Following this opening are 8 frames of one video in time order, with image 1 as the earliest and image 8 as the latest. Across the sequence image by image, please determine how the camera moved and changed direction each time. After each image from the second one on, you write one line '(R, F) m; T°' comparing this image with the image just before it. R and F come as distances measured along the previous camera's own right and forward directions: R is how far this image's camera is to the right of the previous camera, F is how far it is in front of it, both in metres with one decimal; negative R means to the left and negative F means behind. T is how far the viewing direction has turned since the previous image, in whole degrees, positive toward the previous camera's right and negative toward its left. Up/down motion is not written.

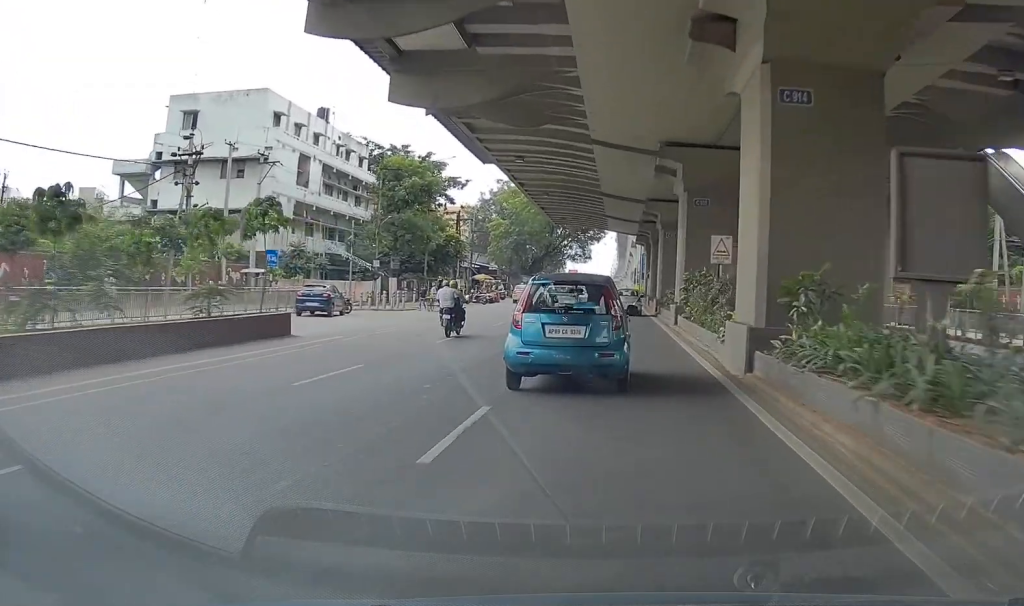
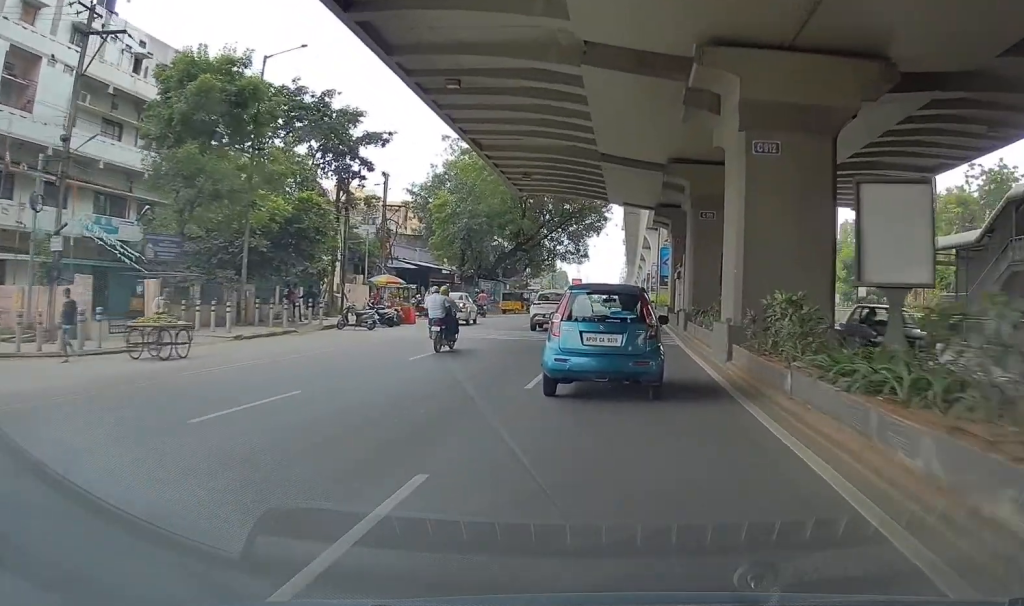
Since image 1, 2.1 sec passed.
(+0.2, +30.3) m; 0°
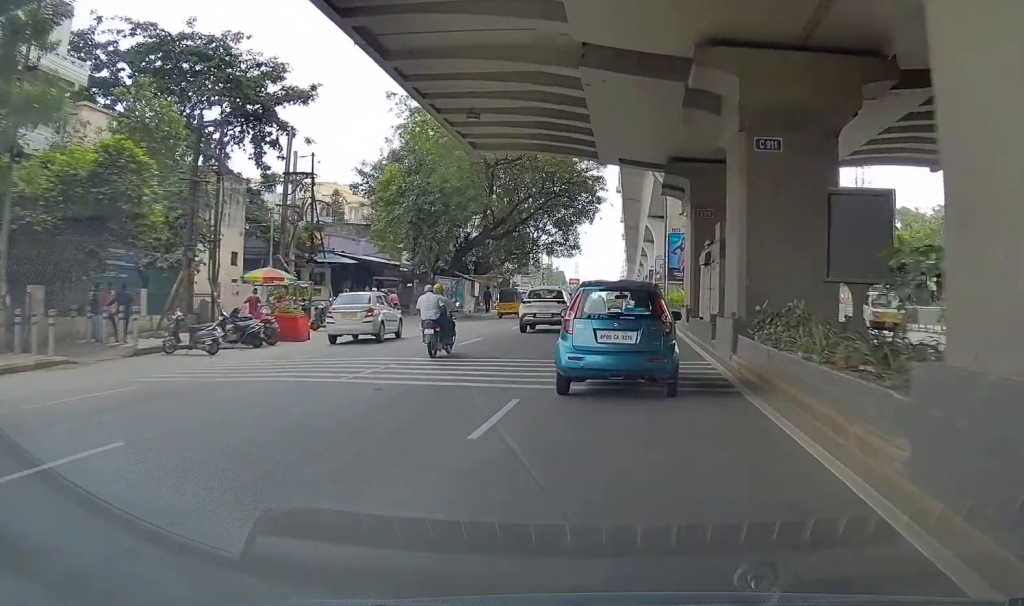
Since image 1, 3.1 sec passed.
(+0.1, +13.2) m; 0°
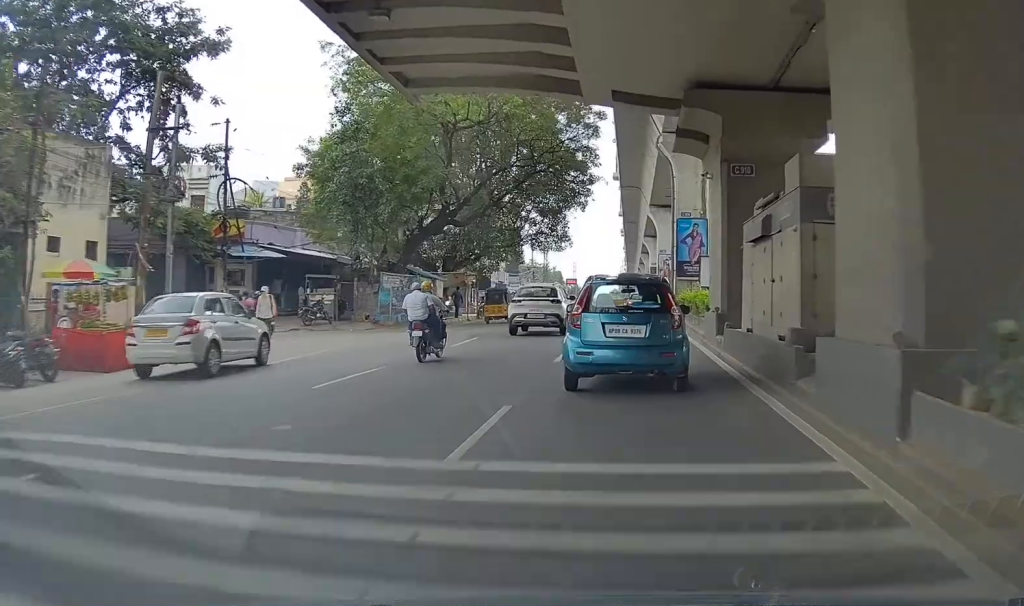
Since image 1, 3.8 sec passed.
(0.0, +9.8) m; +1°
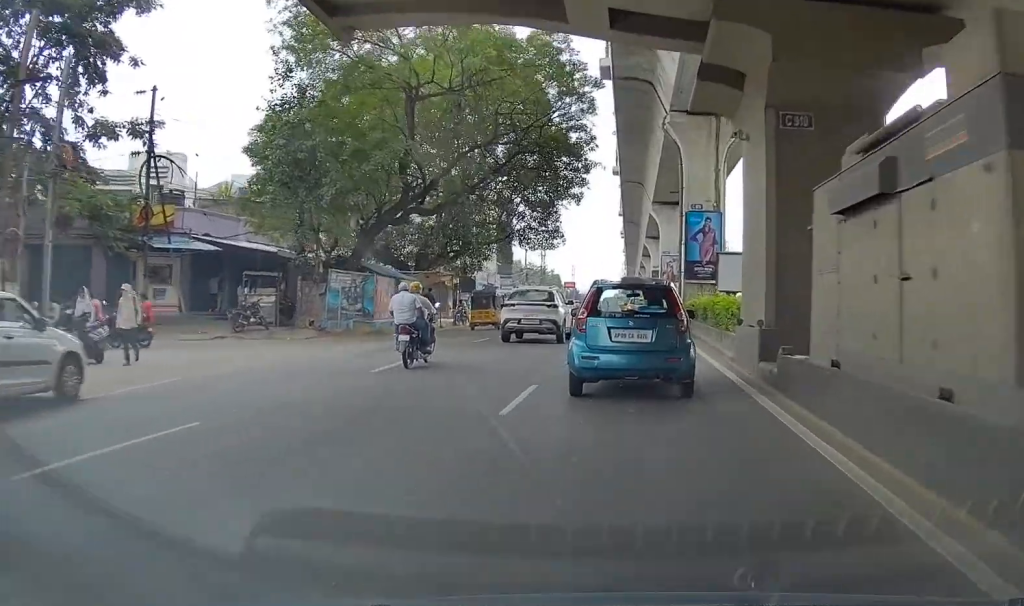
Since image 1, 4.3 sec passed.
(-0.2, +6.4) m; +1°
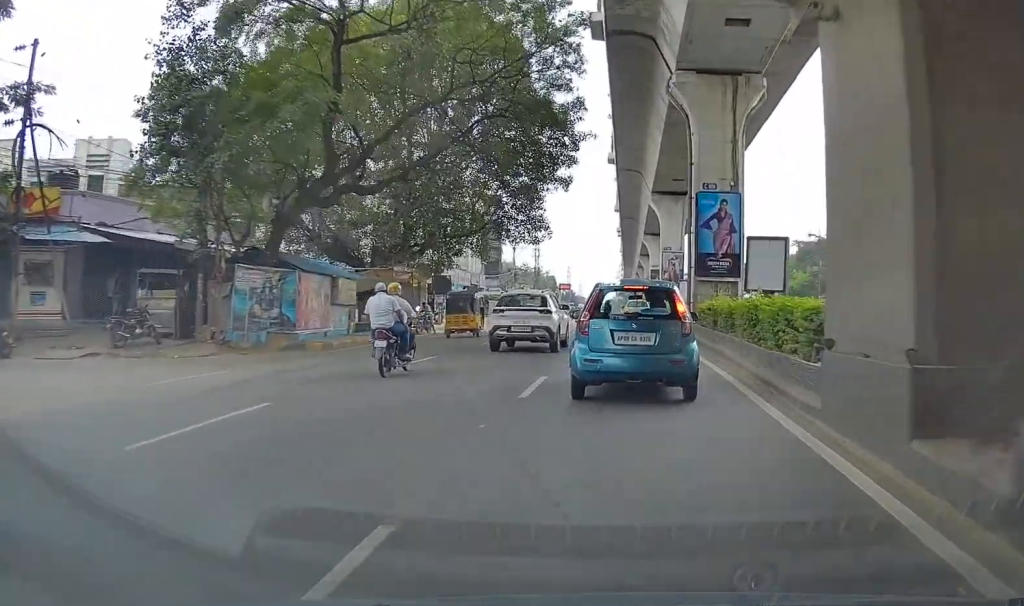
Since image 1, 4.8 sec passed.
(+0.3, +7.6) m; +1°
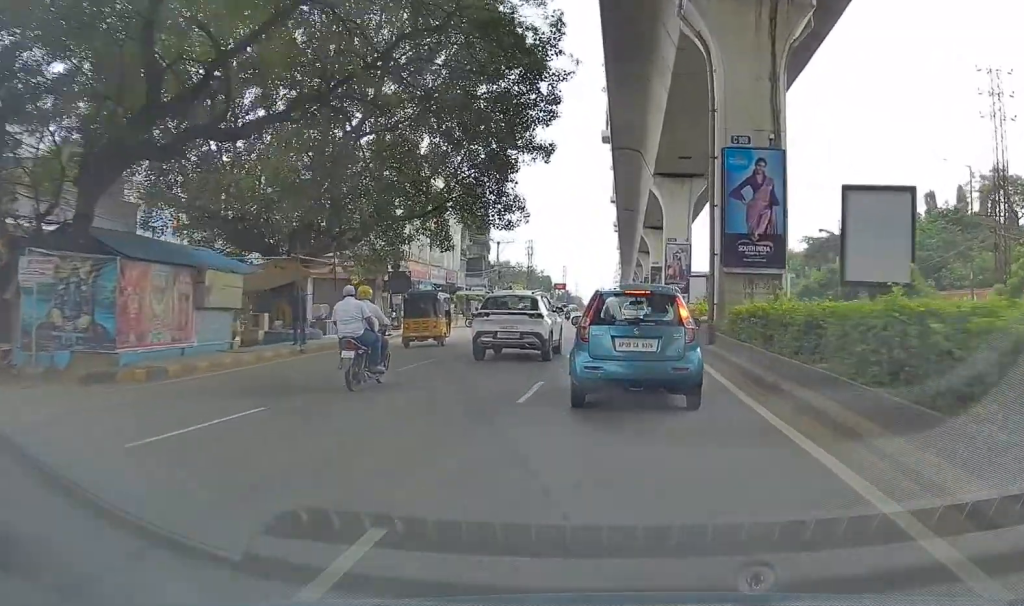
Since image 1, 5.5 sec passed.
(+0.3, +9.0) m; +1°
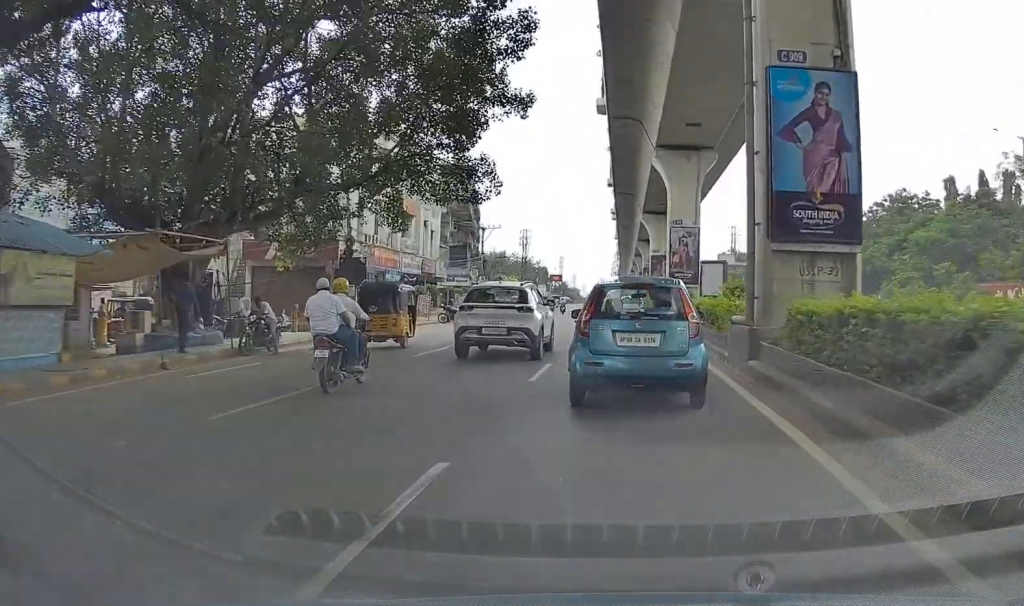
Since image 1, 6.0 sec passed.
(-0.2, +7.2) m; -1°
